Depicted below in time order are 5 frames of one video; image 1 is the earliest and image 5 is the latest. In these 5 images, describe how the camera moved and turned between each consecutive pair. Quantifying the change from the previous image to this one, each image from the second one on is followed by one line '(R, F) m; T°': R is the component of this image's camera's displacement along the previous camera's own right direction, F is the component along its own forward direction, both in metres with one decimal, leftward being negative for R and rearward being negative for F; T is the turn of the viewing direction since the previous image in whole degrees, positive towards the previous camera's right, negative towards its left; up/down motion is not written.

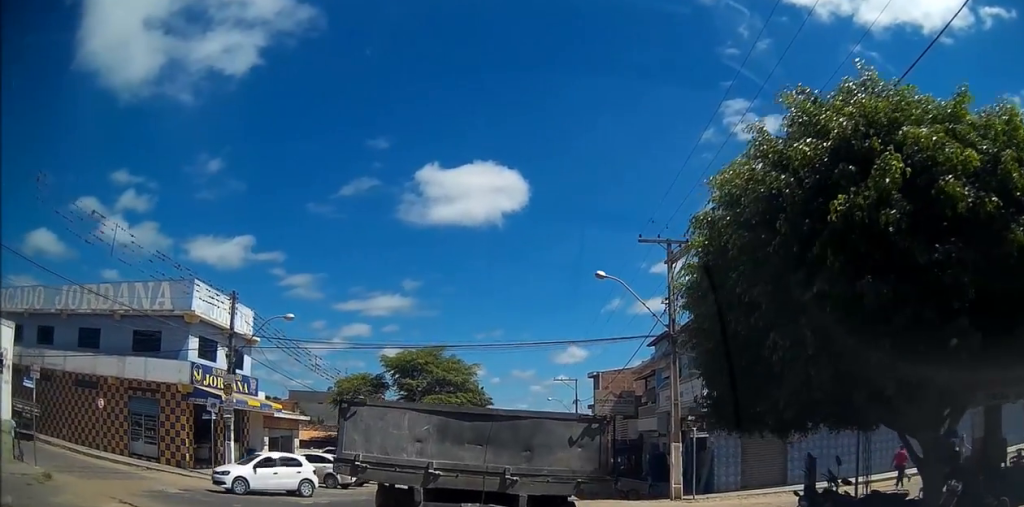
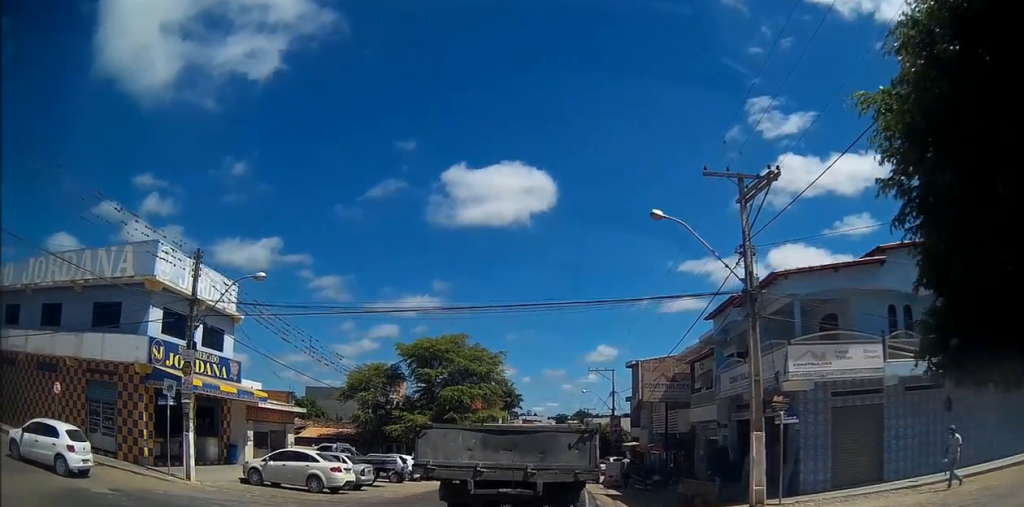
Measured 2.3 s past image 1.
(-0.1, +5.2) m; -1°
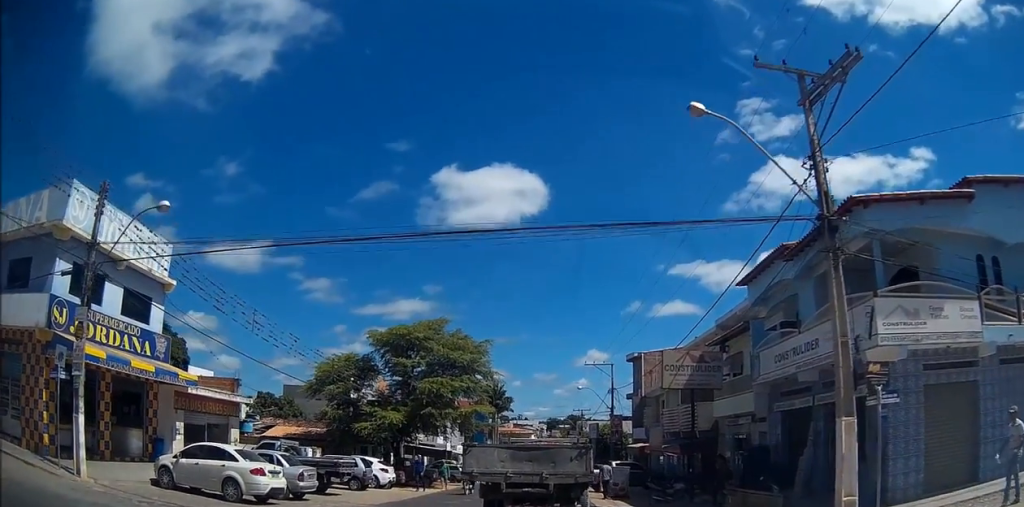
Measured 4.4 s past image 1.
(0.0, +5.4) m; +1°
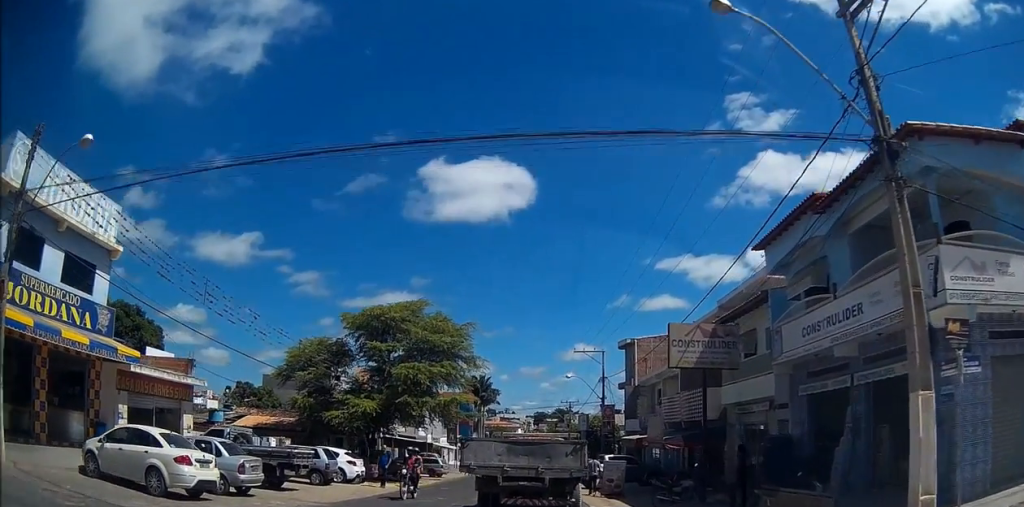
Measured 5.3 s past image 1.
(0.0, +2.5) m; +1°
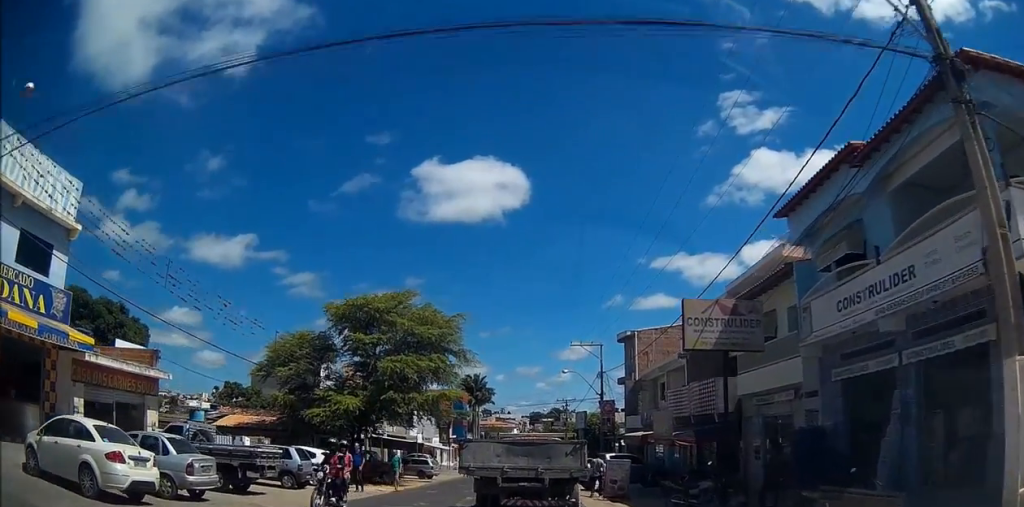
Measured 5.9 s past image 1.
(0.0, +2.0) m; +1°
